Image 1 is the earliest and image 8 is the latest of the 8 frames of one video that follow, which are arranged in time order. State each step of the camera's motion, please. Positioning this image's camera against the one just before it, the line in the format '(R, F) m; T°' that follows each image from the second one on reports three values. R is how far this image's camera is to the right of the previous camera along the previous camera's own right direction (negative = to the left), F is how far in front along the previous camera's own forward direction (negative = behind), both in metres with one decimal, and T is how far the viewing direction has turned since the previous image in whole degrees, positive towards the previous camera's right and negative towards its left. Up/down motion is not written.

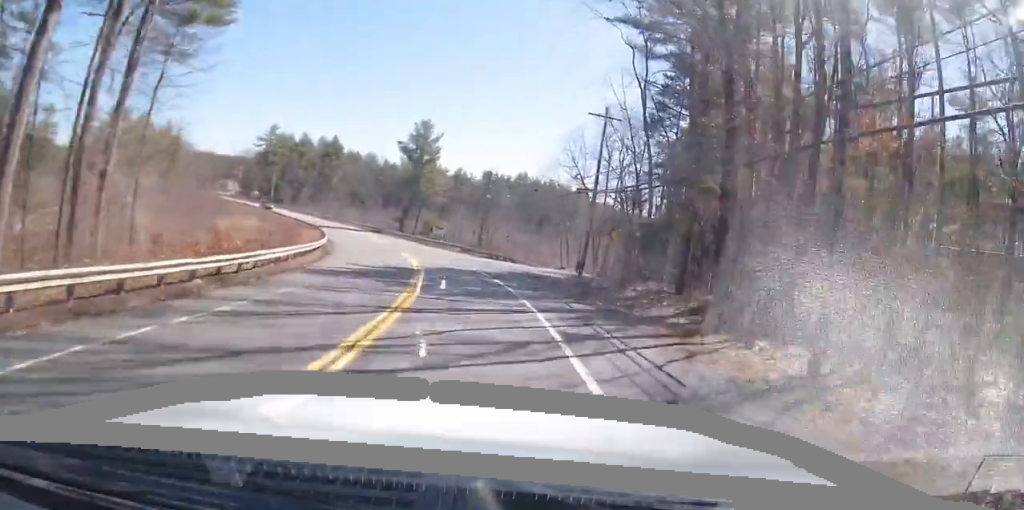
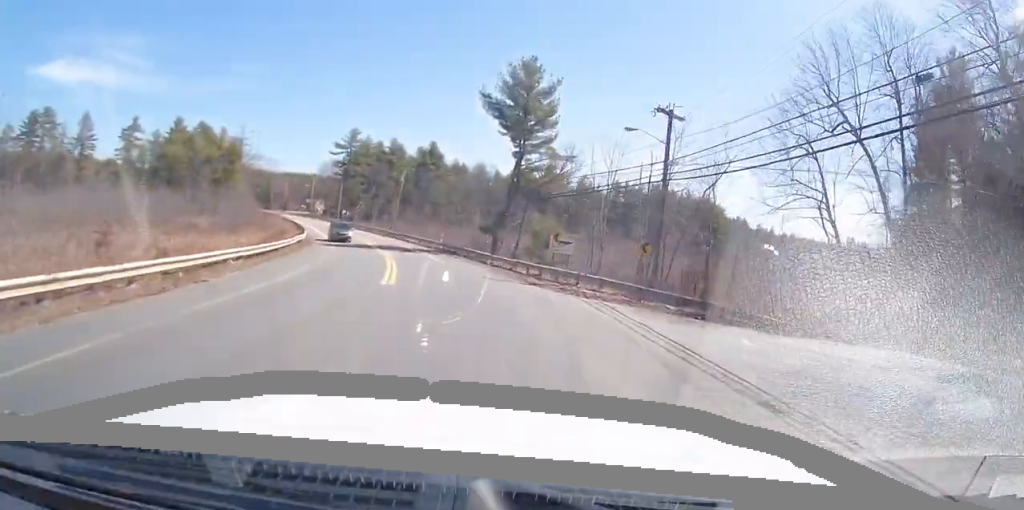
(-2.8, +38.9) m; -11°
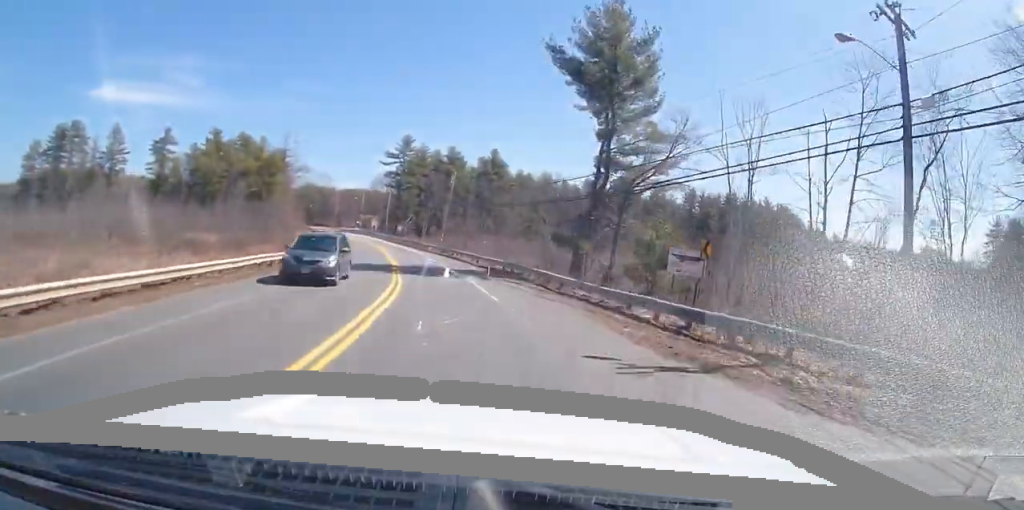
(-0.7, +16.2) m; -6°
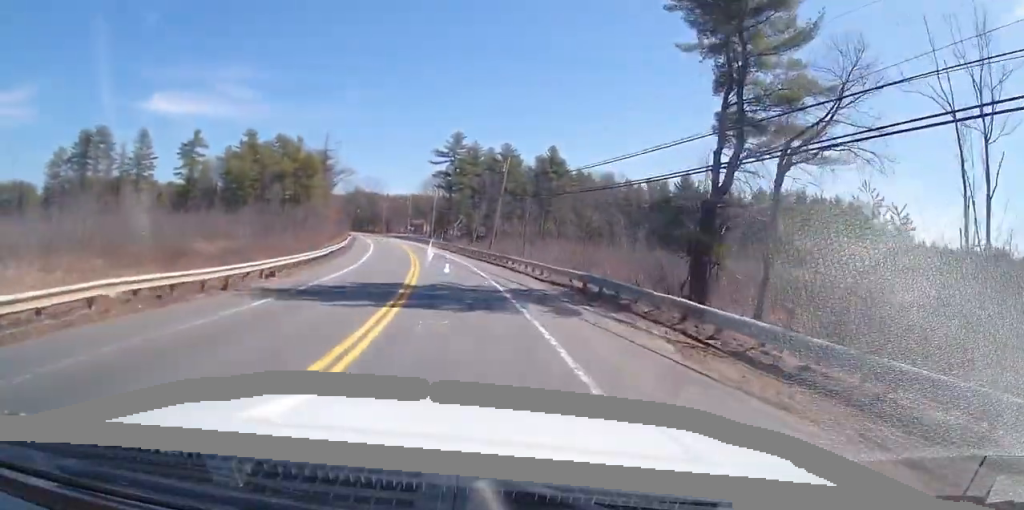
(-0.9, +14.0) m; -4°
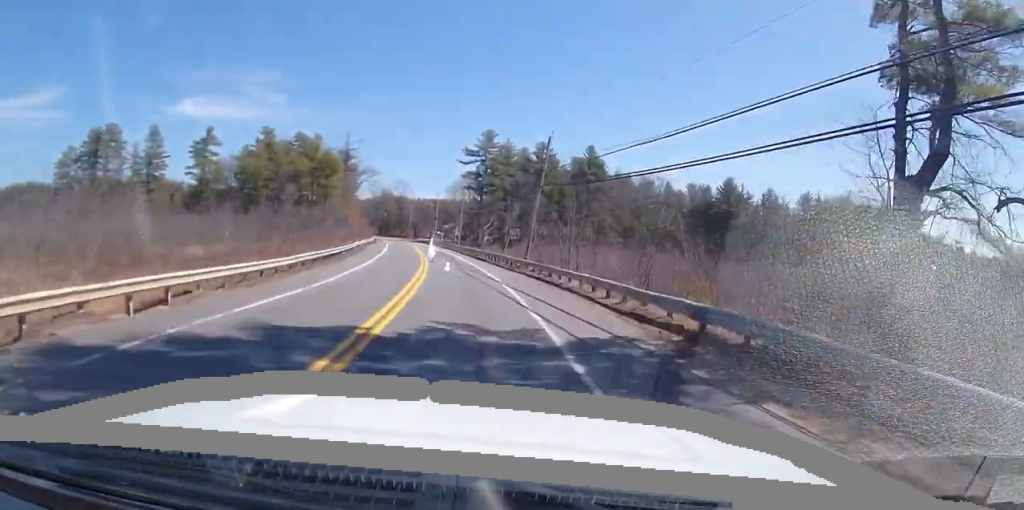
(-0.5, +11.6) m; -3°
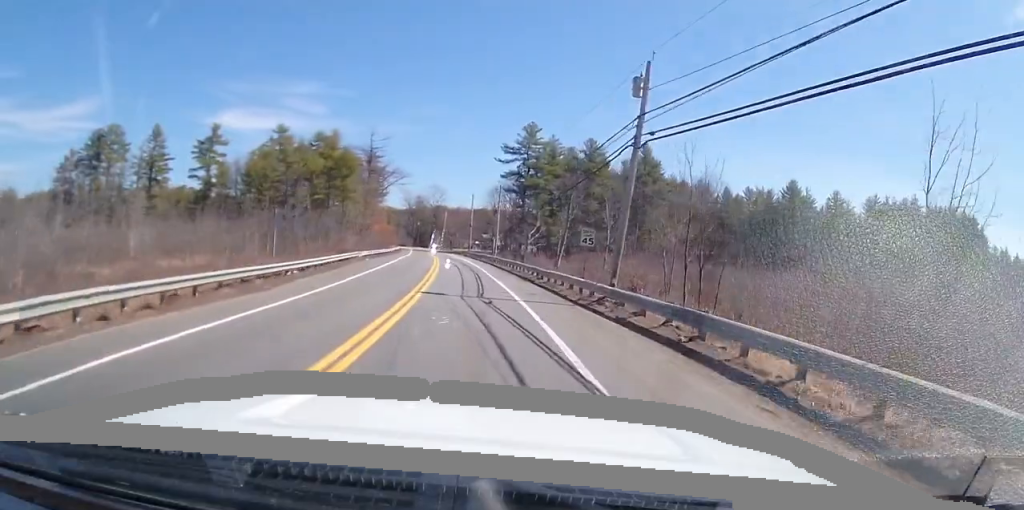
(+0.1, +19.4) m; -3°
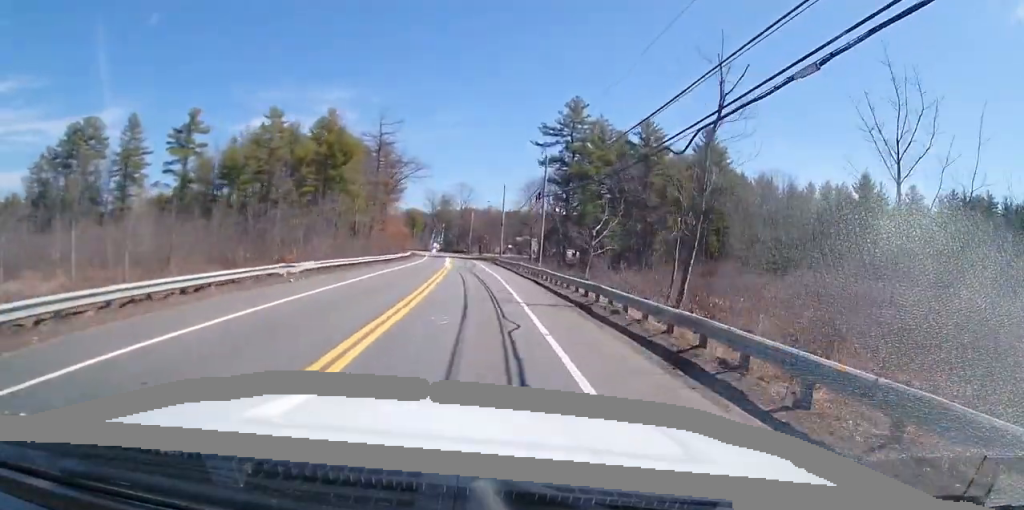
(-1.4, +26.4) m; -4°
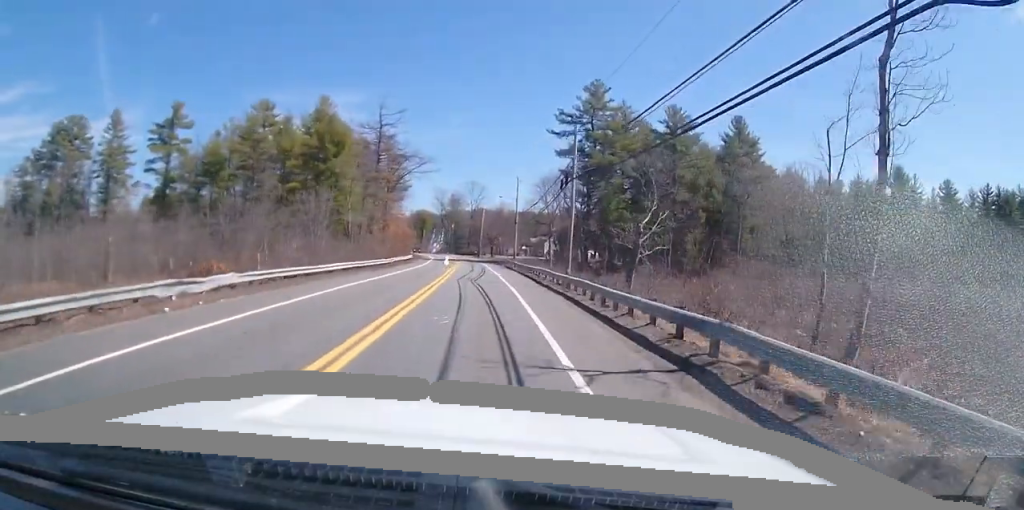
(+0.1, +11.5) m; -1°
